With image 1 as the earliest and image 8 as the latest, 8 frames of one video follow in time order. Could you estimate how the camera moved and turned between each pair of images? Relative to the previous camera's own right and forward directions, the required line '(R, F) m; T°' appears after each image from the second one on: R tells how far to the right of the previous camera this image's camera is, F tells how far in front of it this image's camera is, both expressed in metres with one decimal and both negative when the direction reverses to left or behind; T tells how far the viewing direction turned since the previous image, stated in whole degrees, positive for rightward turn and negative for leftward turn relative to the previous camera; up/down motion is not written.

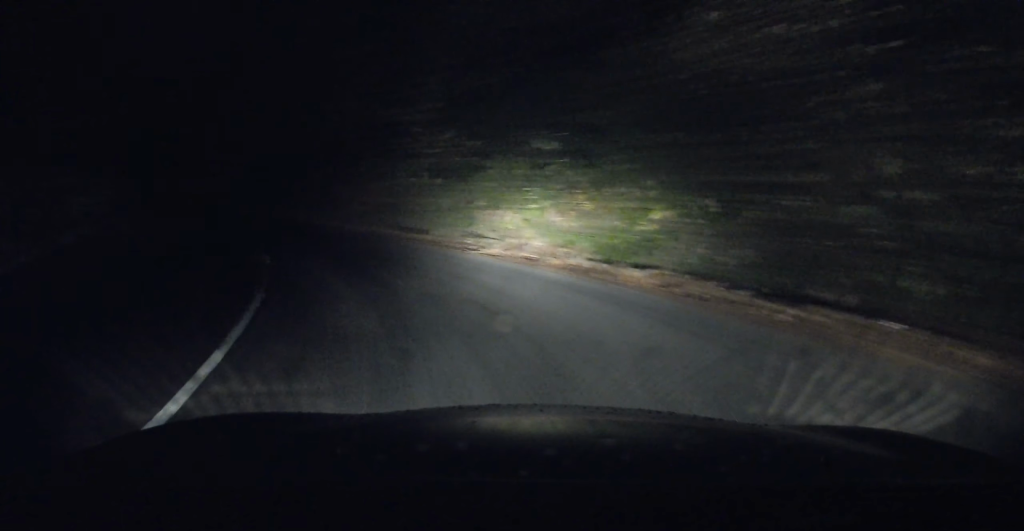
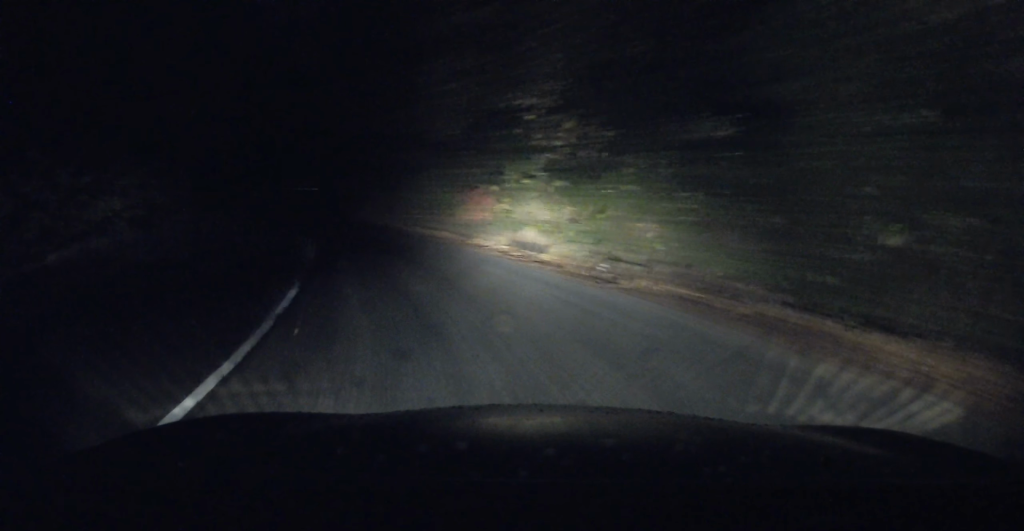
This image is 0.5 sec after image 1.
(-0.7, +4.4) m; -11°
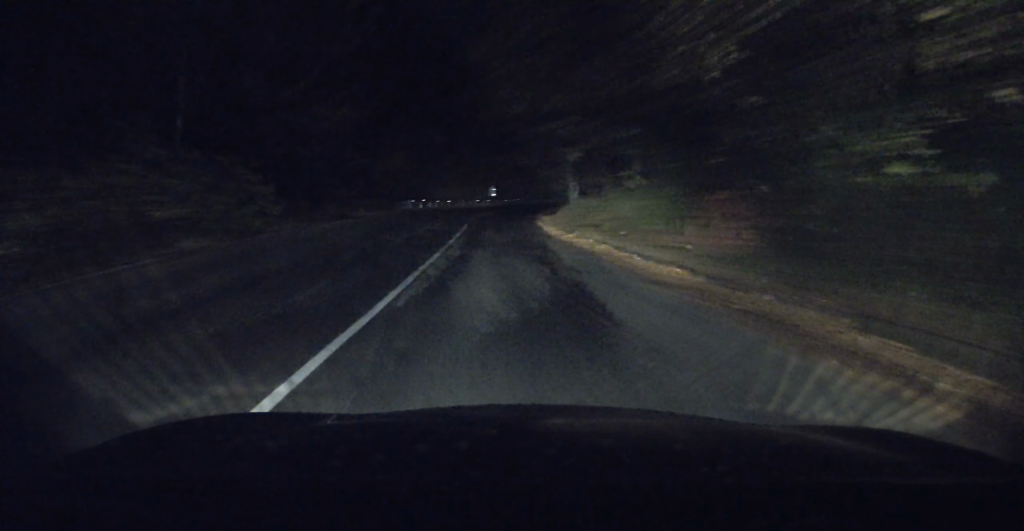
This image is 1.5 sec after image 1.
(-1.9, +10.1) m; -21°
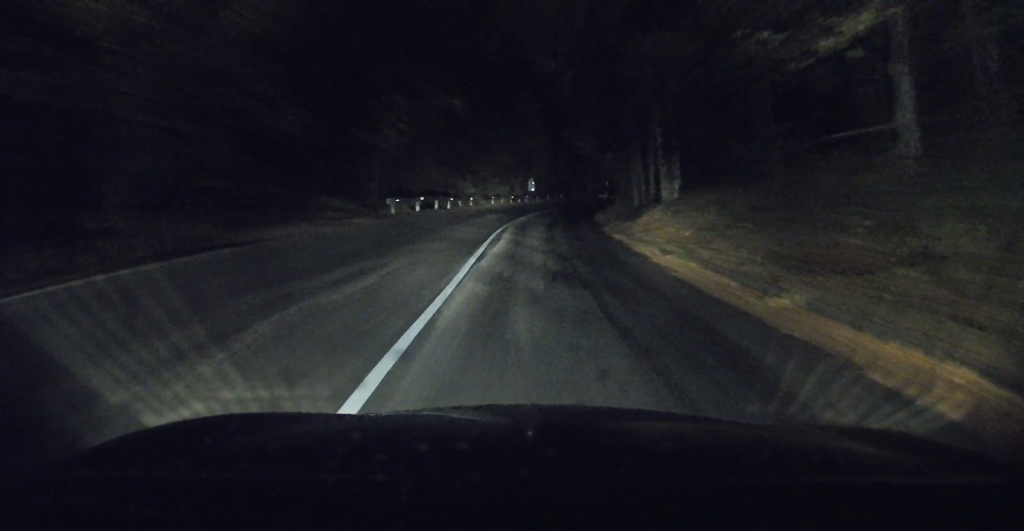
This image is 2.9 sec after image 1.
(-3.1, +16.2) m; -14°
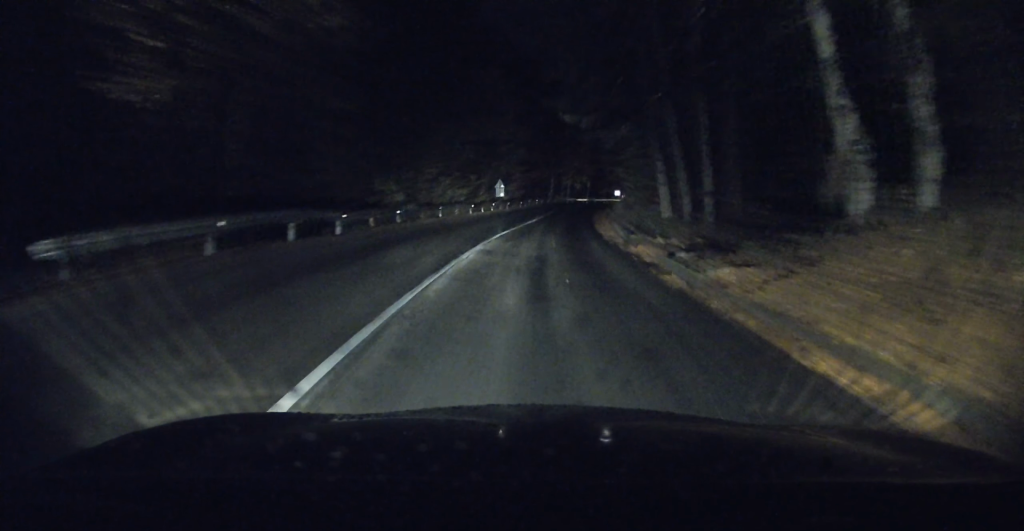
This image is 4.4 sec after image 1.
(0.0, +17.5) m; 0°
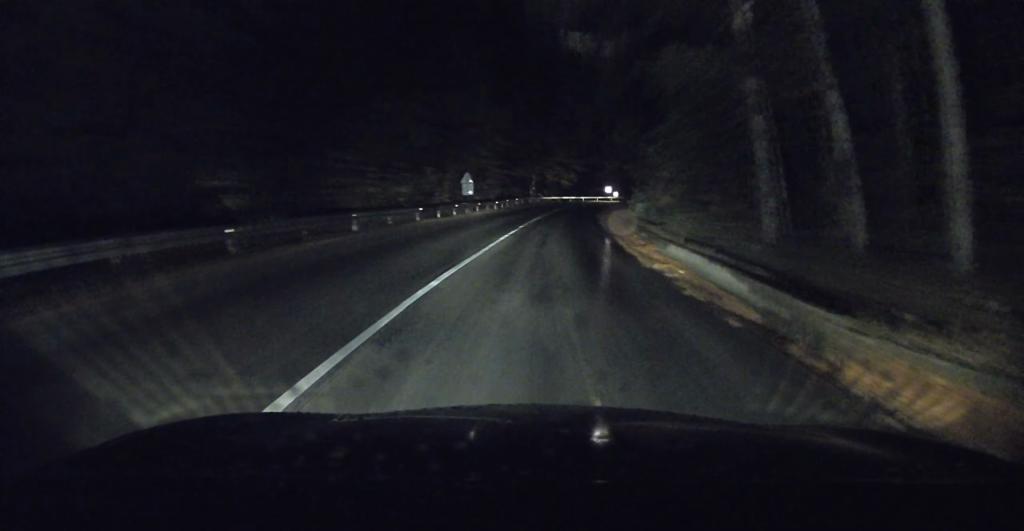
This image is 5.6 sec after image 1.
(-0.1, +14.2) m; 0°
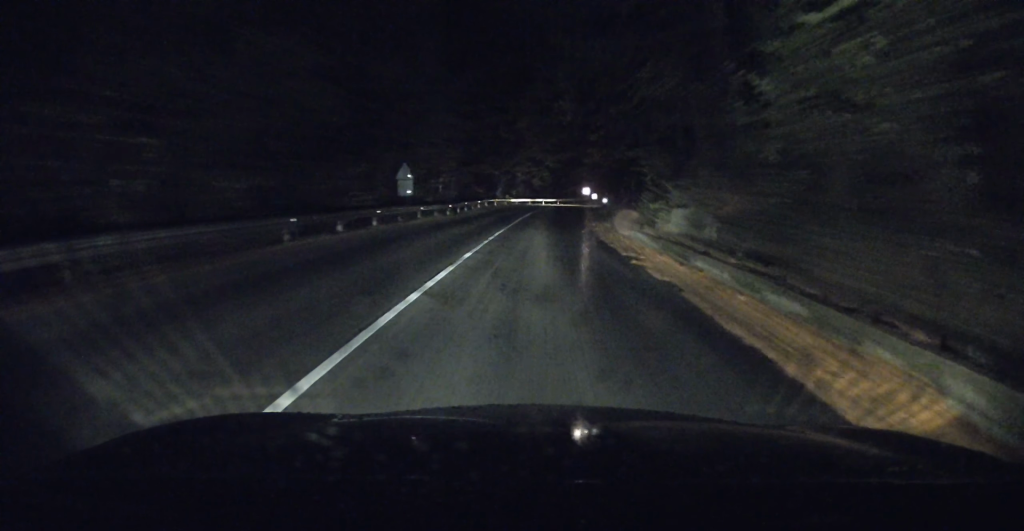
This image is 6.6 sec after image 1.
(+0.1, +11.9) m; +3°
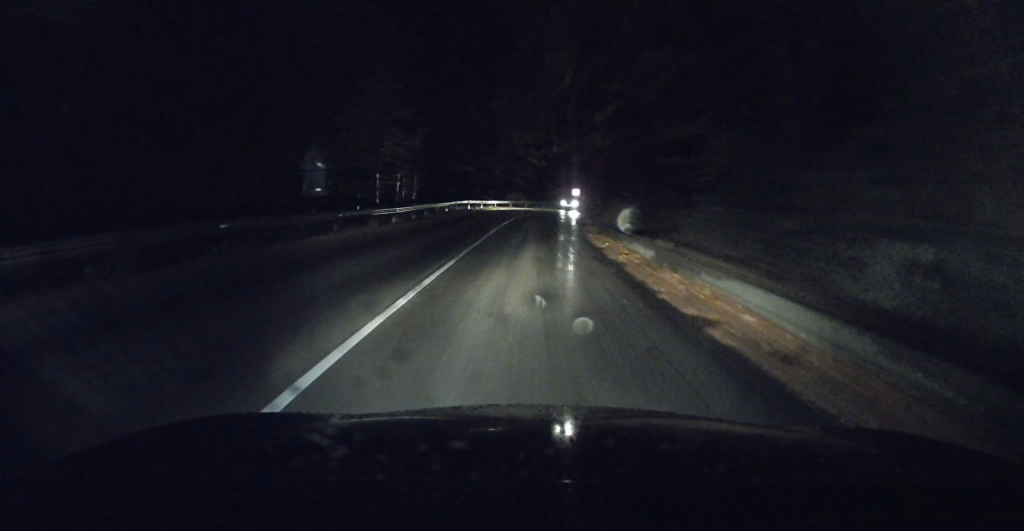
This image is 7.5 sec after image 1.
(+0.4, +10.7) m; +2°
